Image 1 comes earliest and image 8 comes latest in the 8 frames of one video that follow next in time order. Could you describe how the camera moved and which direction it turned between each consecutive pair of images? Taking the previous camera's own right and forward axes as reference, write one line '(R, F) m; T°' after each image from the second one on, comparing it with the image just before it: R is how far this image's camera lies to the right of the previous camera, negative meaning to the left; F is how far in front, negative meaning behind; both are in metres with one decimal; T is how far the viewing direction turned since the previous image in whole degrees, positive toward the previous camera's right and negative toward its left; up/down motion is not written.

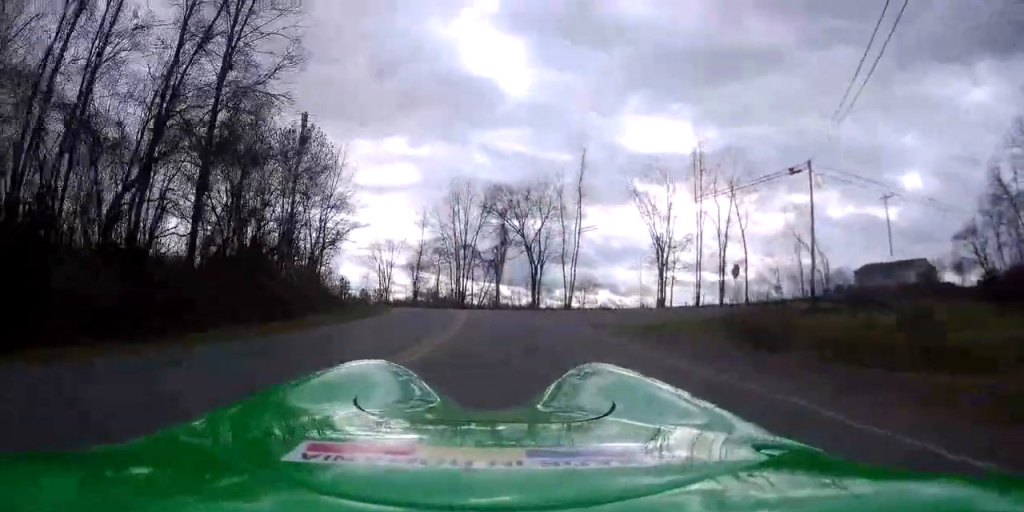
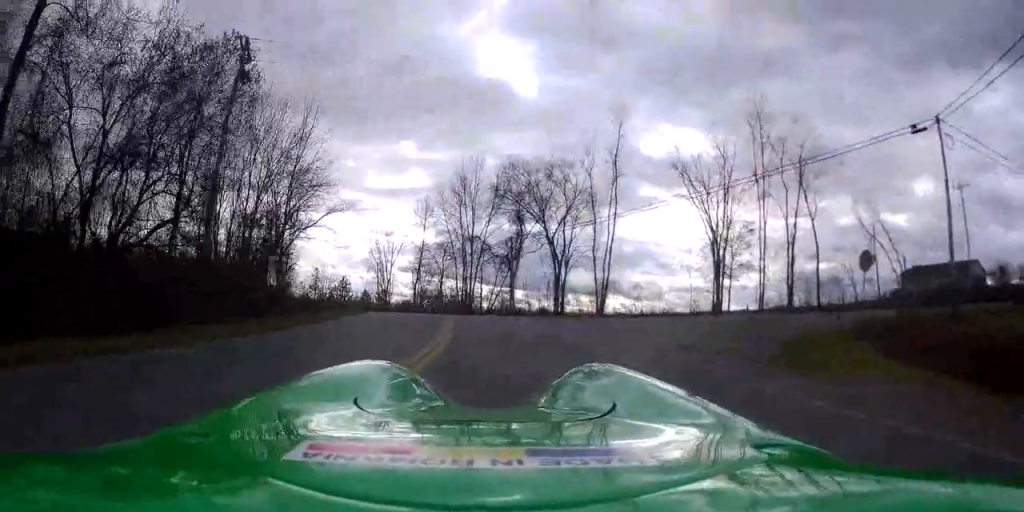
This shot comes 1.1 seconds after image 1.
(+0.2, +11.9) m; -3°
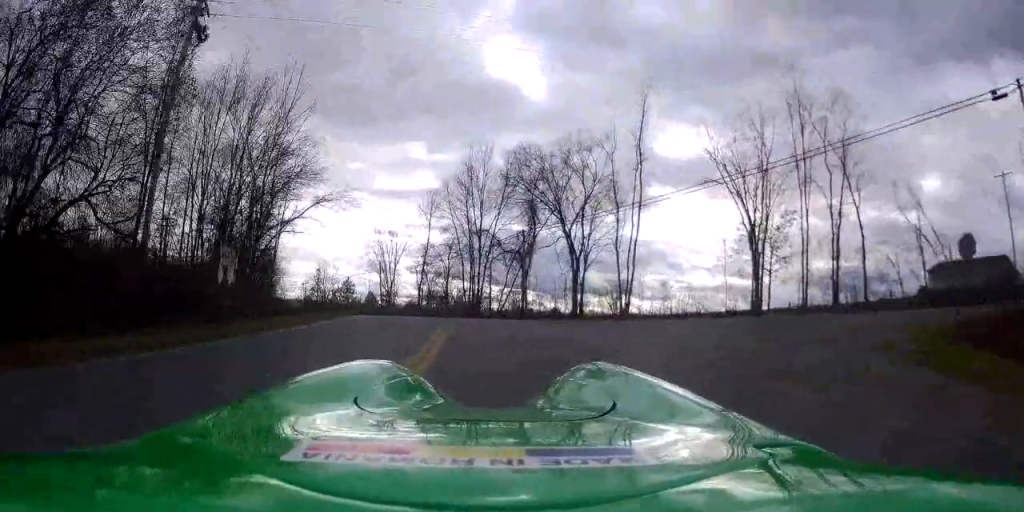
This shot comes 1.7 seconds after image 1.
(-0.4, +5.7) m; -2°
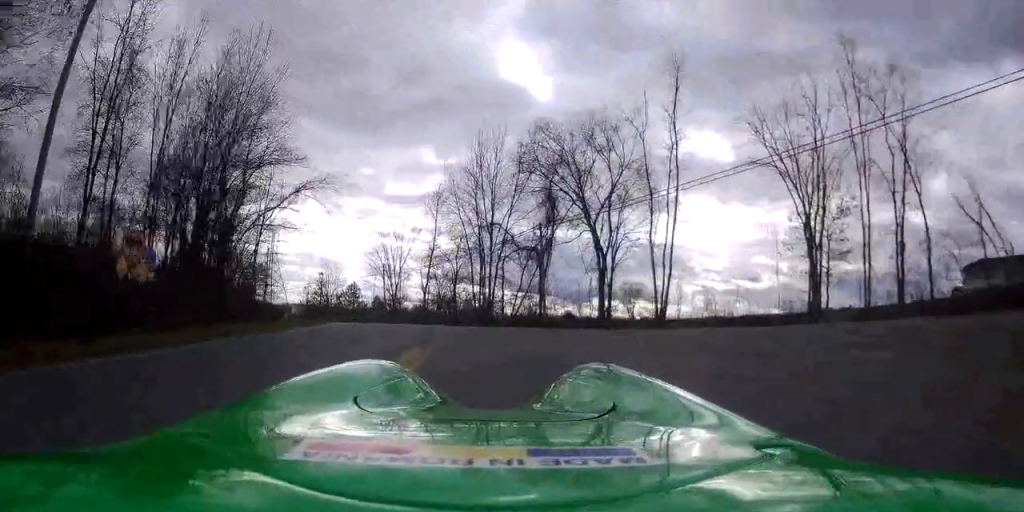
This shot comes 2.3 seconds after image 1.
(-0.1, +6.6) m; 0°
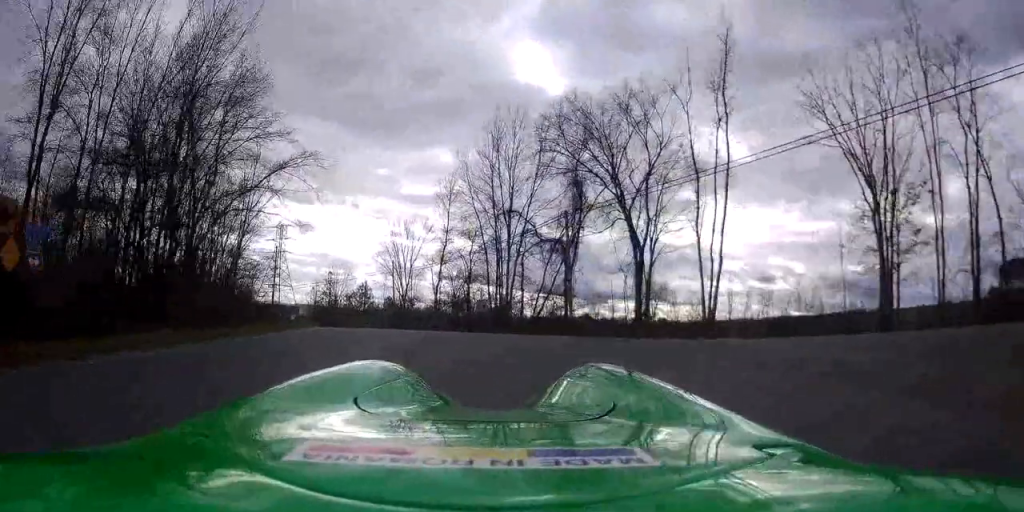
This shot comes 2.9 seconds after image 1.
(0.0, +6.2) m; +1°
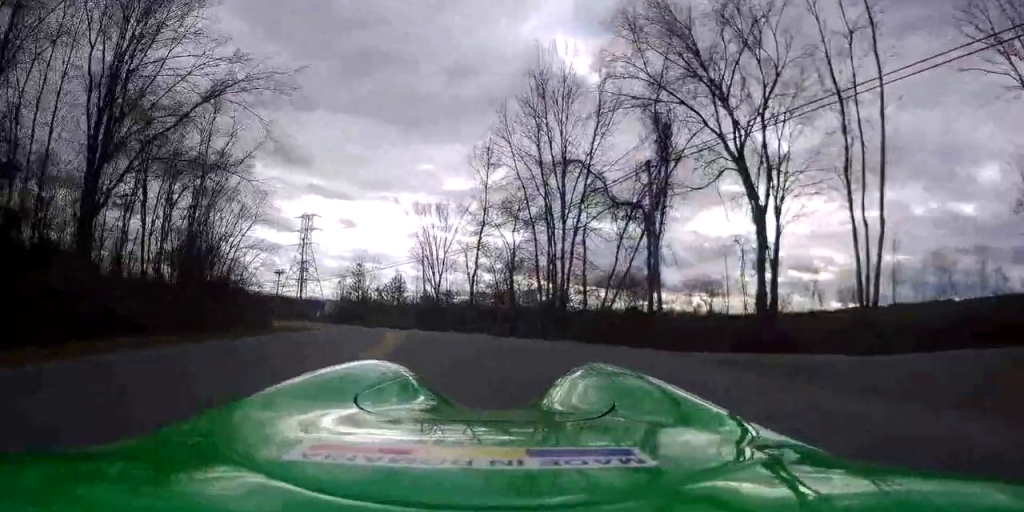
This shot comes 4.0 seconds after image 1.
(+0.2, +8.3) m; -3°
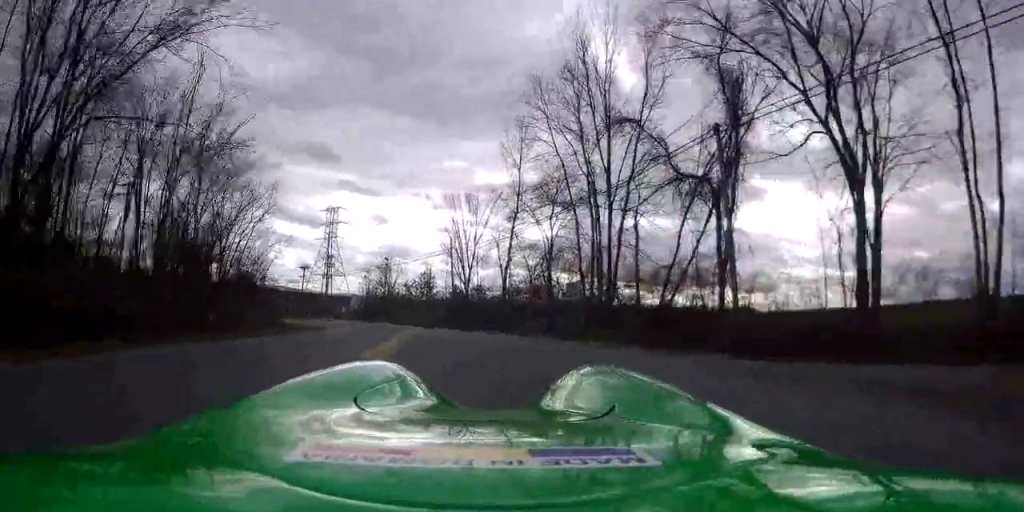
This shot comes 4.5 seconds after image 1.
(-0.3, +4.4) m; -4°
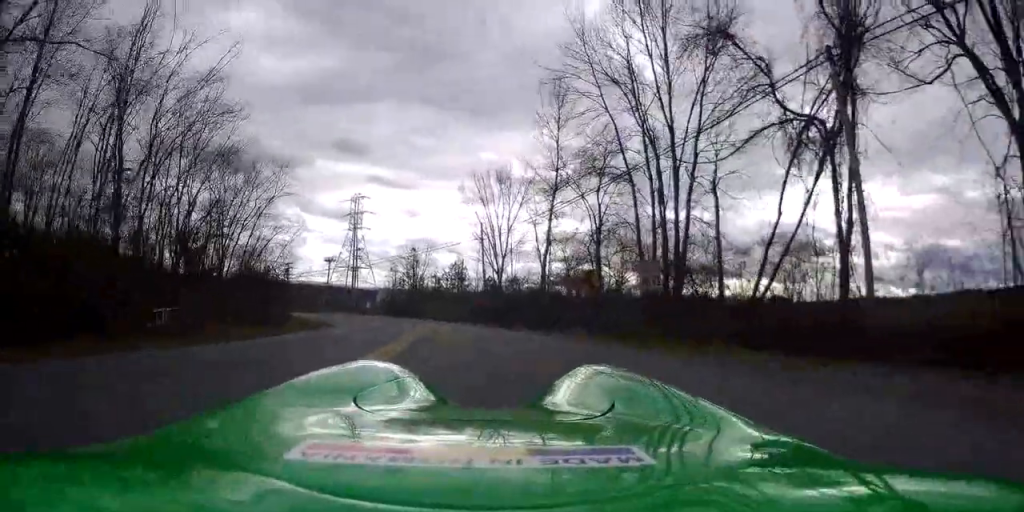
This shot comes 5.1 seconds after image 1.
(-0.2, +5.6) m; -4°
